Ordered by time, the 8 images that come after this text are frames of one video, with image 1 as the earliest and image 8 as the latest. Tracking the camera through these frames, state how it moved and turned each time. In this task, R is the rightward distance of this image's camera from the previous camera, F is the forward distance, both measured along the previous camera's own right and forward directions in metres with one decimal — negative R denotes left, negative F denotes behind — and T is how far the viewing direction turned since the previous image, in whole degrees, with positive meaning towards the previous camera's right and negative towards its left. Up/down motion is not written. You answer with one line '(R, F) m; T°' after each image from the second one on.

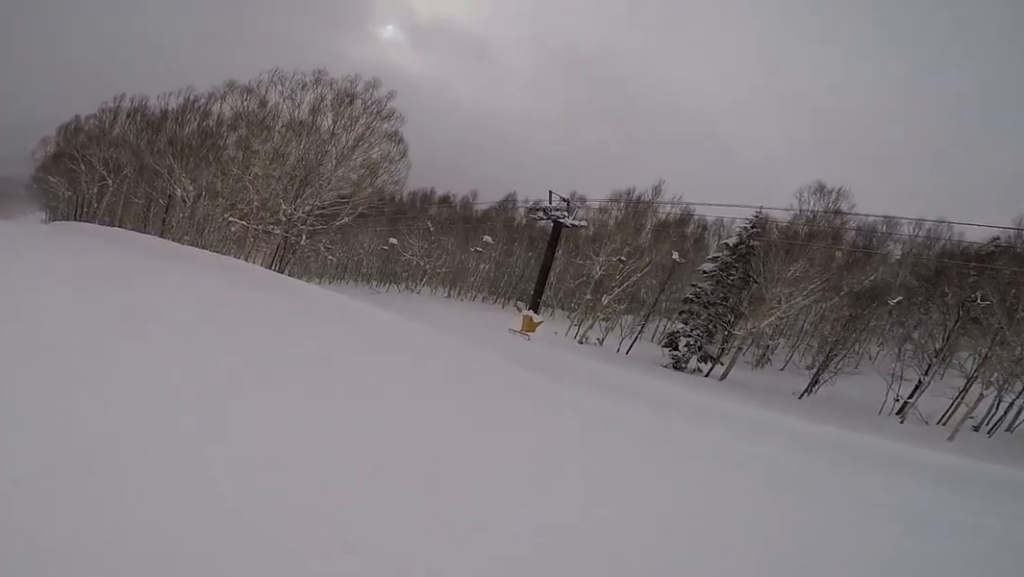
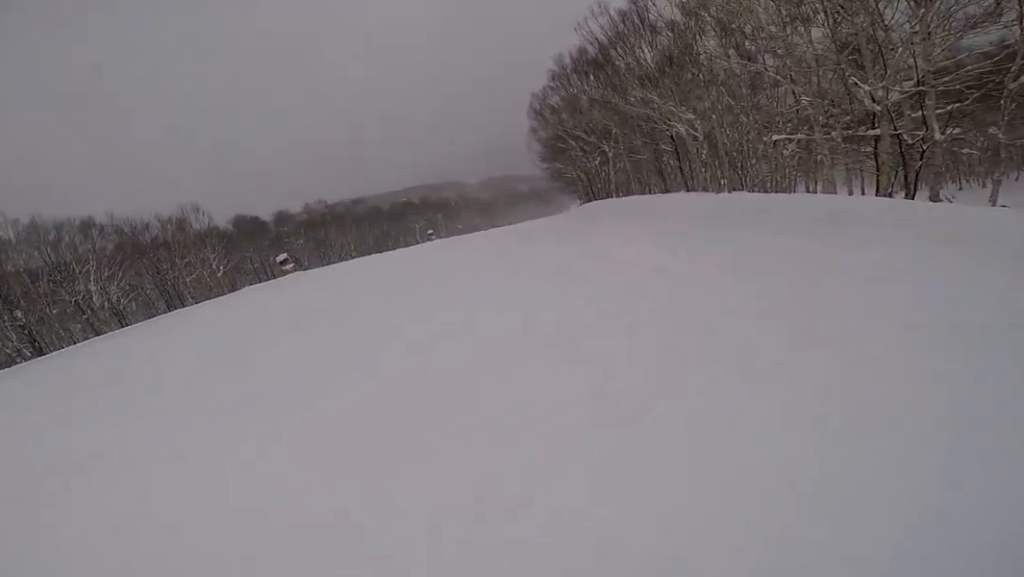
(+0.2, +9.1) m; -16°
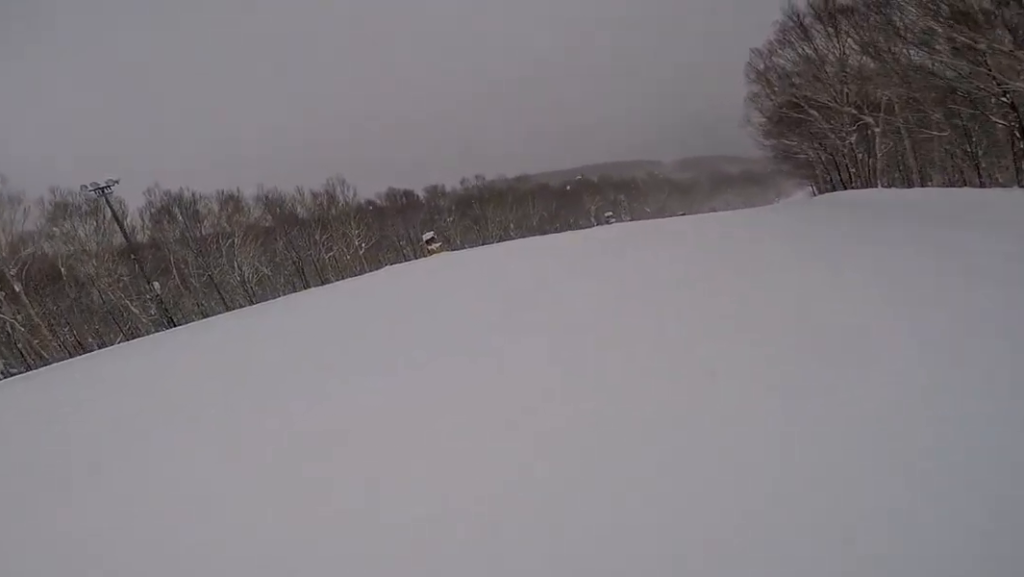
(-1.9, +5.8) m; -21°
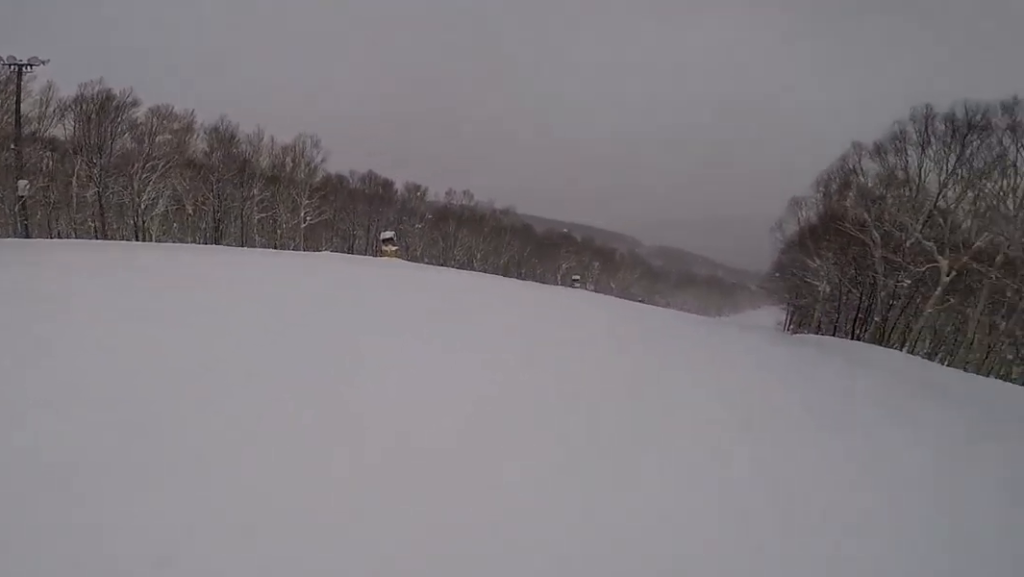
(-0.4, +6.9) m; -10°
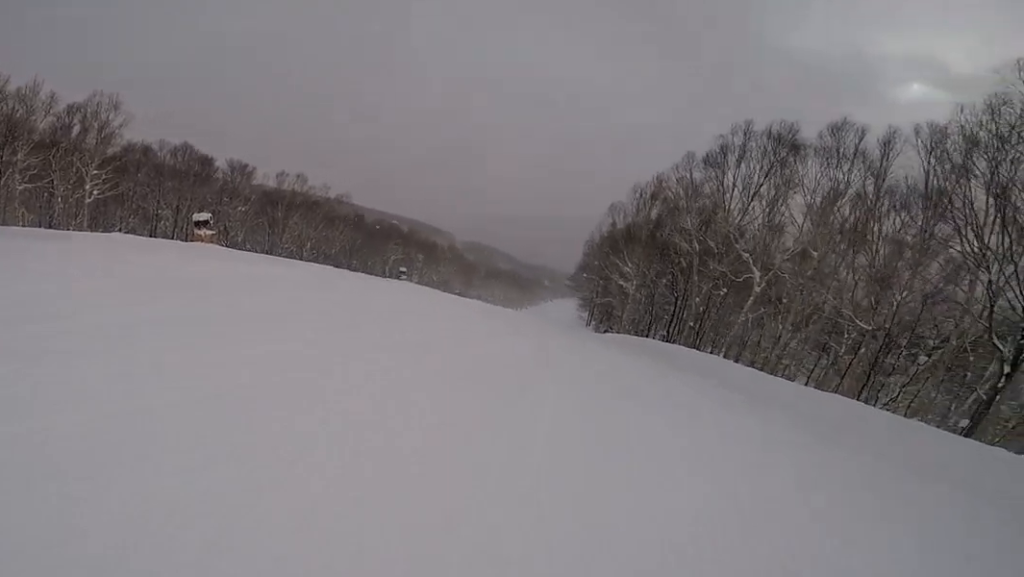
(0.0, +4.1) m; -5°
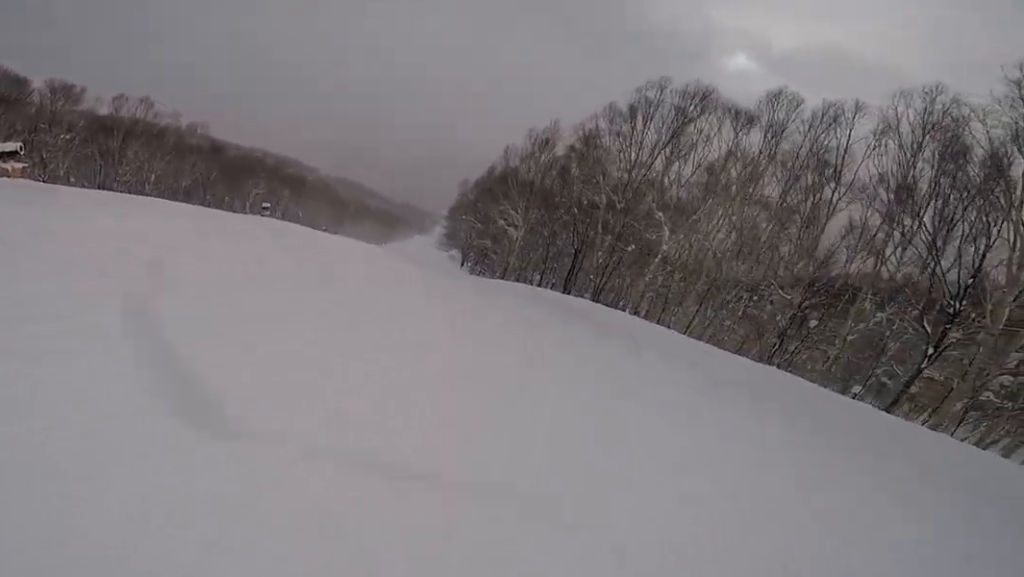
(-1.4, +4.3) m; +11°
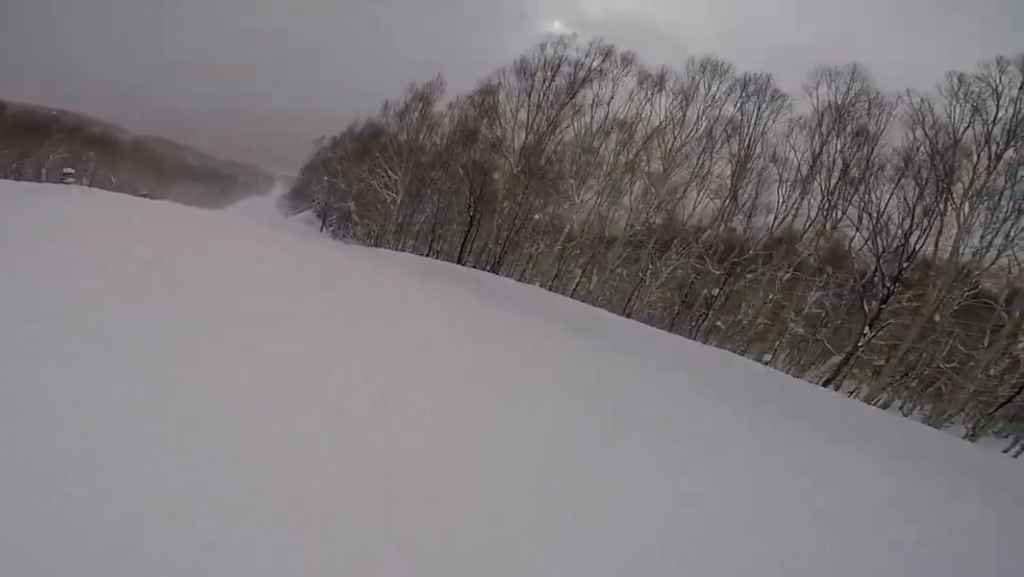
(+2.3, +4.4) m; +27°
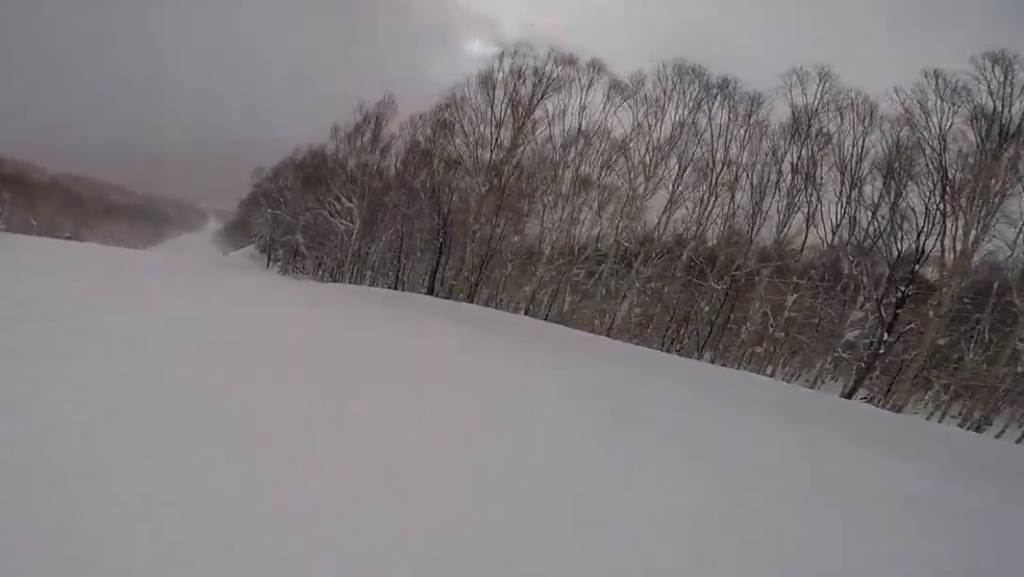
(+0.3, +2.8) m; +6°
